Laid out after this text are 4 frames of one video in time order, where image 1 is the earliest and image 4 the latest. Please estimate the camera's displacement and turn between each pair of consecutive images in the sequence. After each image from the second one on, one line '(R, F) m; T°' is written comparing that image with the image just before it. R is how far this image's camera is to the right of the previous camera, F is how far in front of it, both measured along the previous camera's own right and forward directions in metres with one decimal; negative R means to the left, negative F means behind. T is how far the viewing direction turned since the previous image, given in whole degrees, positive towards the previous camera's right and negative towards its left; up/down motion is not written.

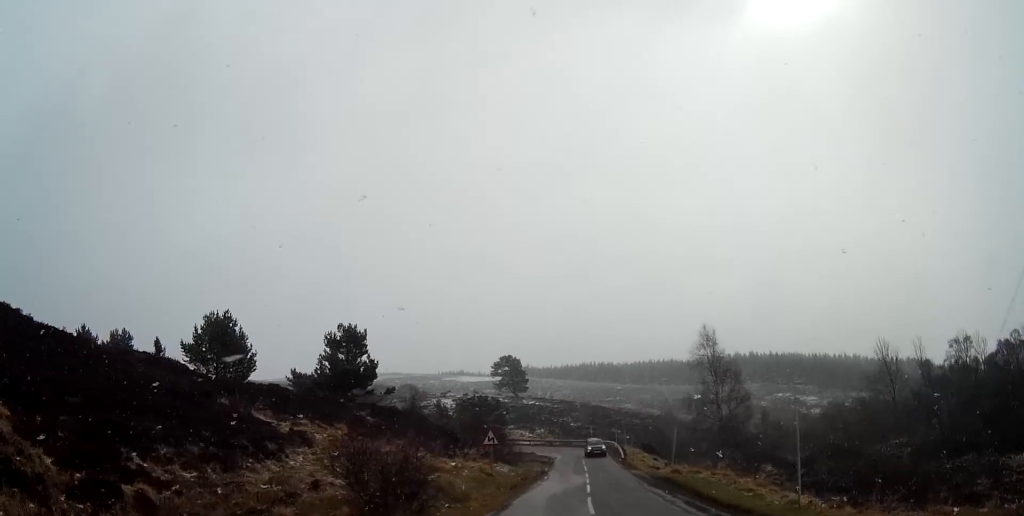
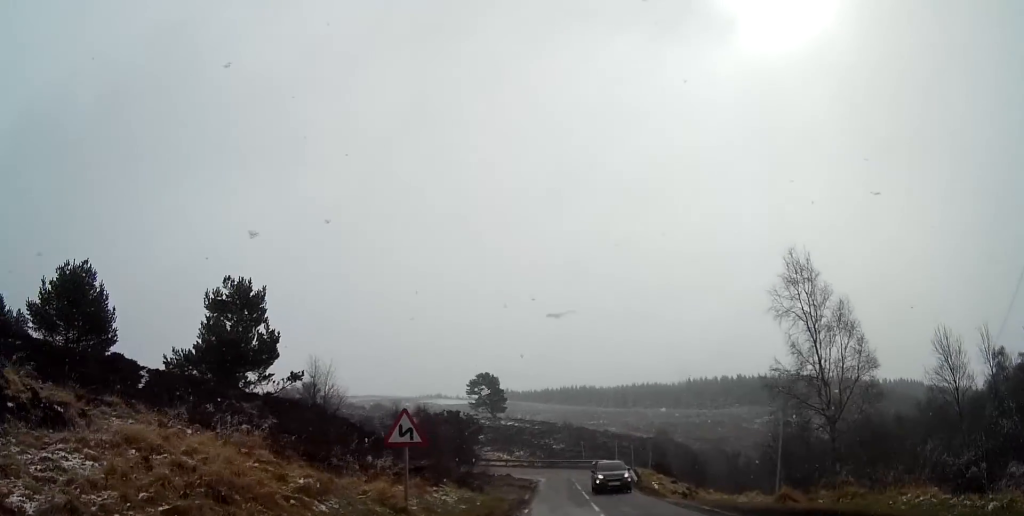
(+0.3, +17.8) m; +3°
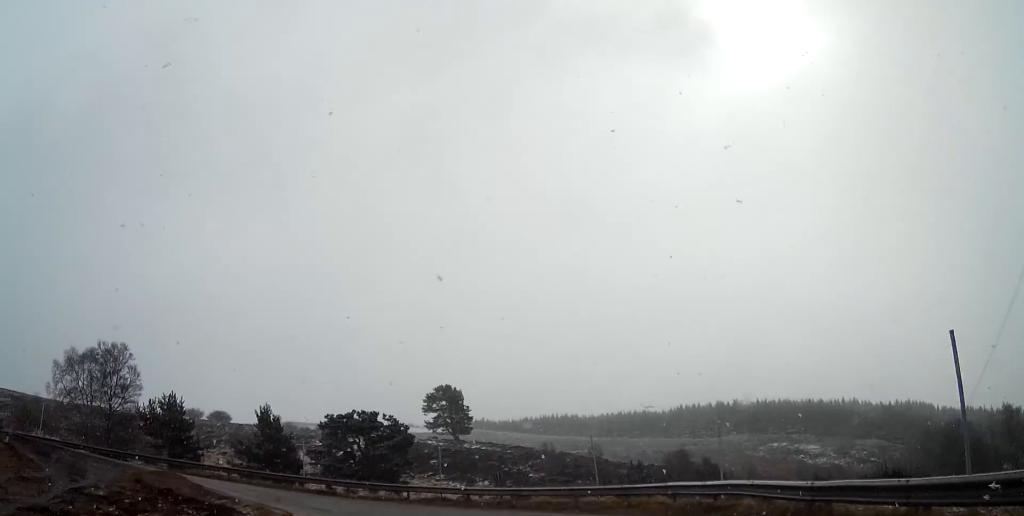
(+2.0, +45.3) m; -1°
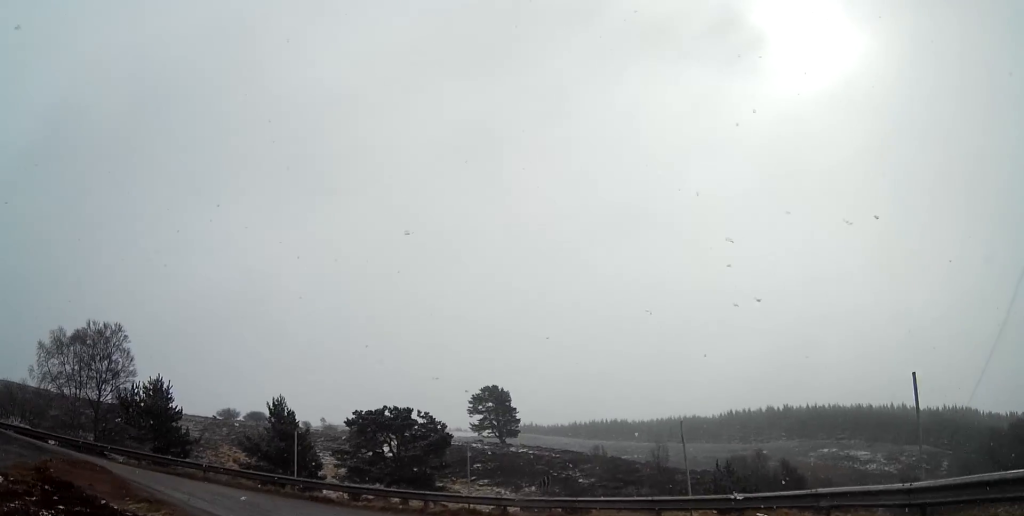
(-0.4, +8.2) m; -8°
